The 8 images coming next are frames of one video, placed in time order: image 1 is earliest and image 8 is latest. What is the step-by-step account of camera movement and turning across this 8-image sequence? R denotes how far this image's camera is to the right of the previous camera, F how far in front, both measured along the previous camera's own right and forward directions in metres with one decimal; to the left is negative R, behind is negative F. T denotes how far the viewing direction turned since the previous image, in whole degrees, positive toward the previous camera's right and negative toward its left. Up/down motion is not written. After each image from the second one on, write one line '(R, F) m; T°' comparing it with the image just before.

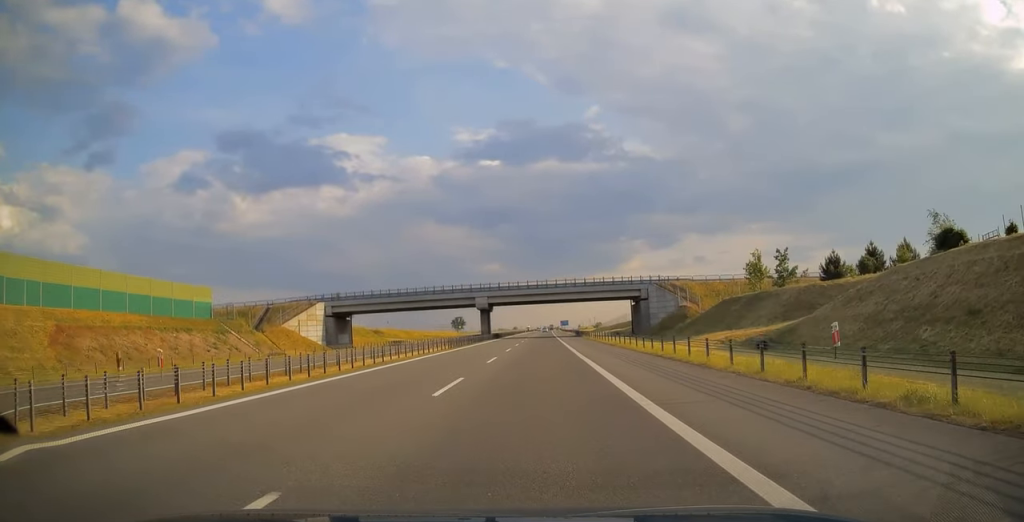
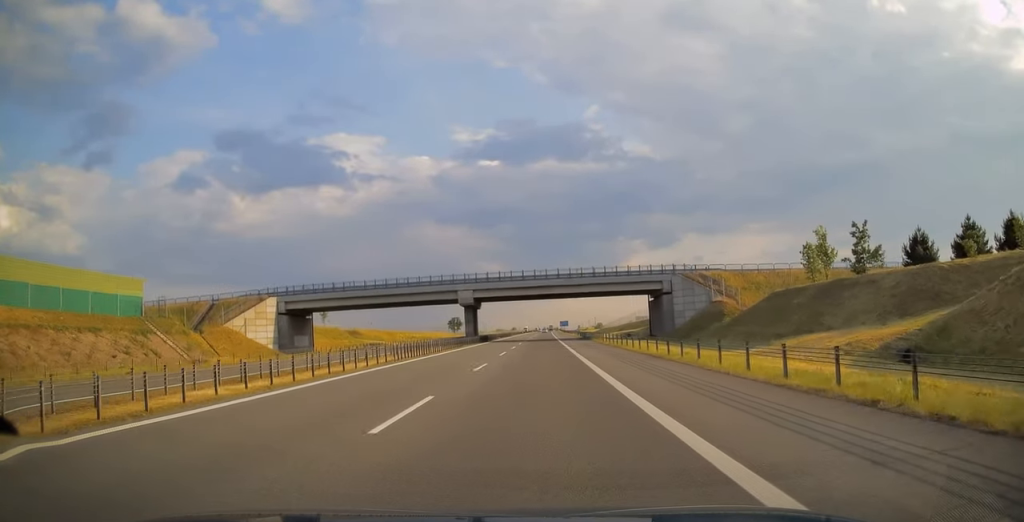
(0.0, +16.4) m; 0°
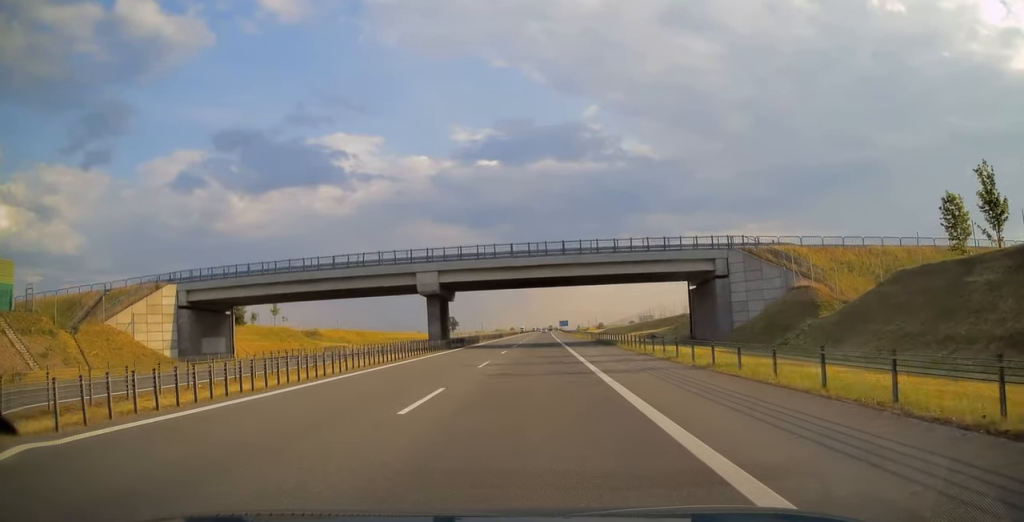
(0.0, +22.0) m; 0°
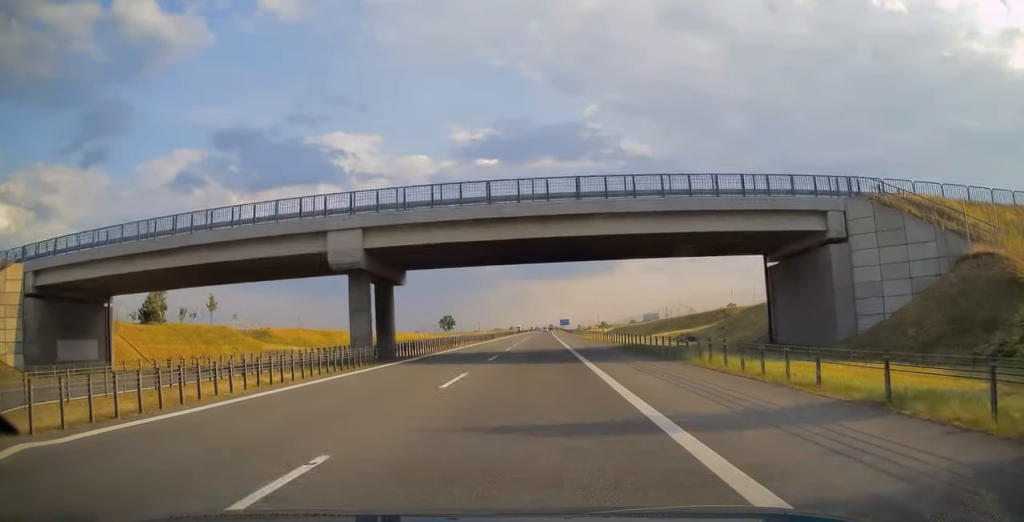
(0.0, +19.8) m; 0°
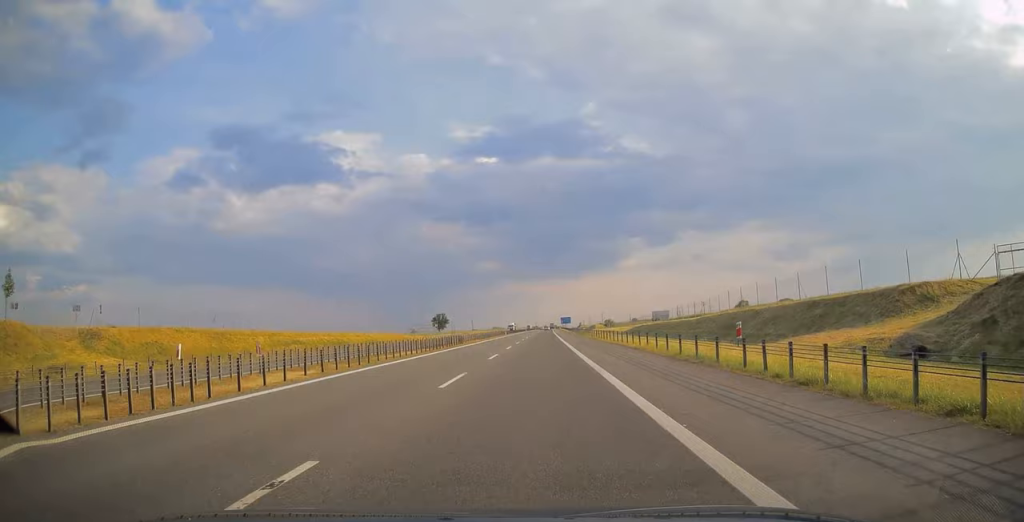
(+0.1, +36.2) m; 0°
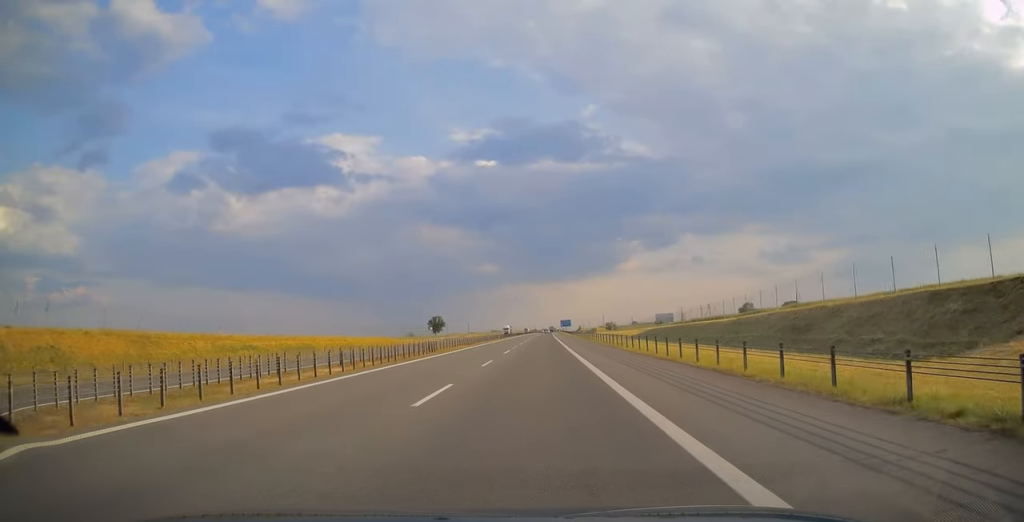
(+0.1, +14.8) m; 0°
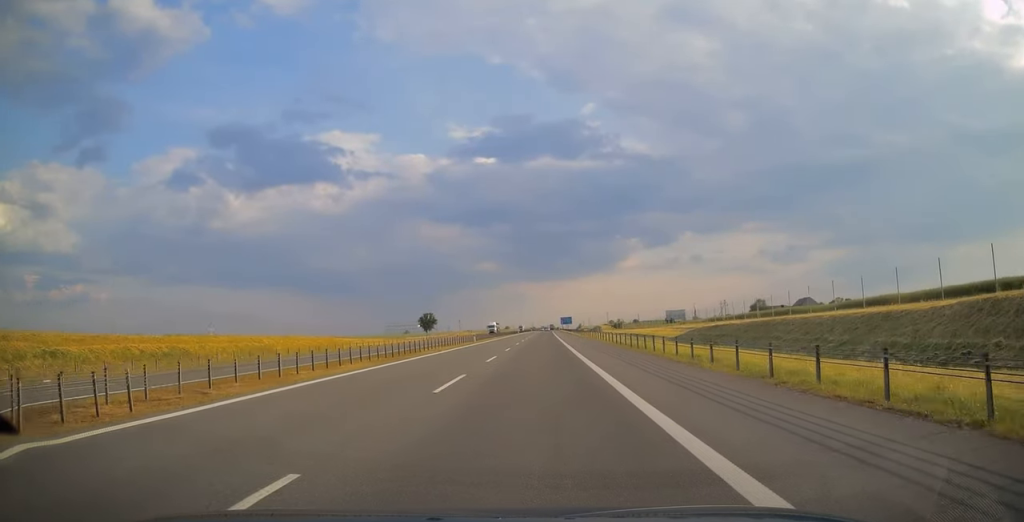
(-0.1, +34.1) m; 0°
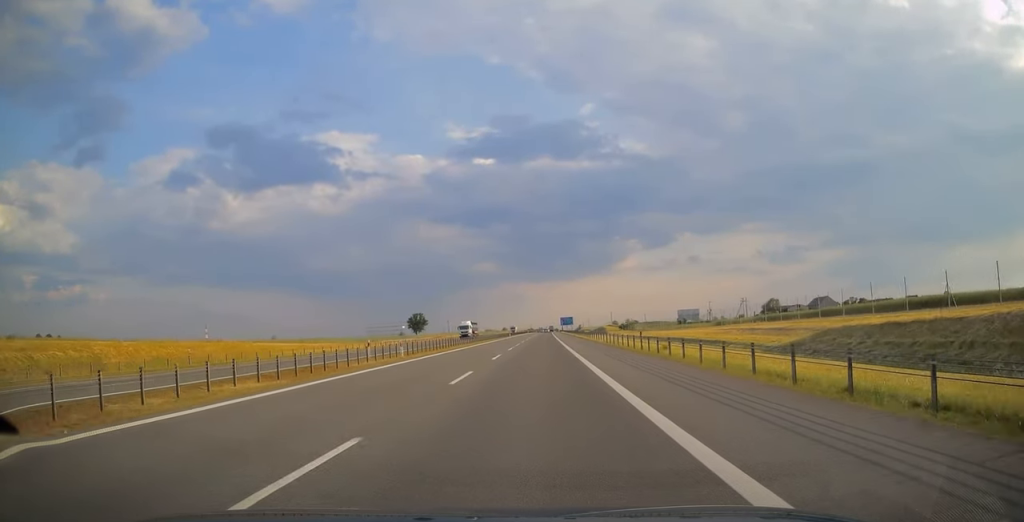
(0.0, +33.6) m; 0°
